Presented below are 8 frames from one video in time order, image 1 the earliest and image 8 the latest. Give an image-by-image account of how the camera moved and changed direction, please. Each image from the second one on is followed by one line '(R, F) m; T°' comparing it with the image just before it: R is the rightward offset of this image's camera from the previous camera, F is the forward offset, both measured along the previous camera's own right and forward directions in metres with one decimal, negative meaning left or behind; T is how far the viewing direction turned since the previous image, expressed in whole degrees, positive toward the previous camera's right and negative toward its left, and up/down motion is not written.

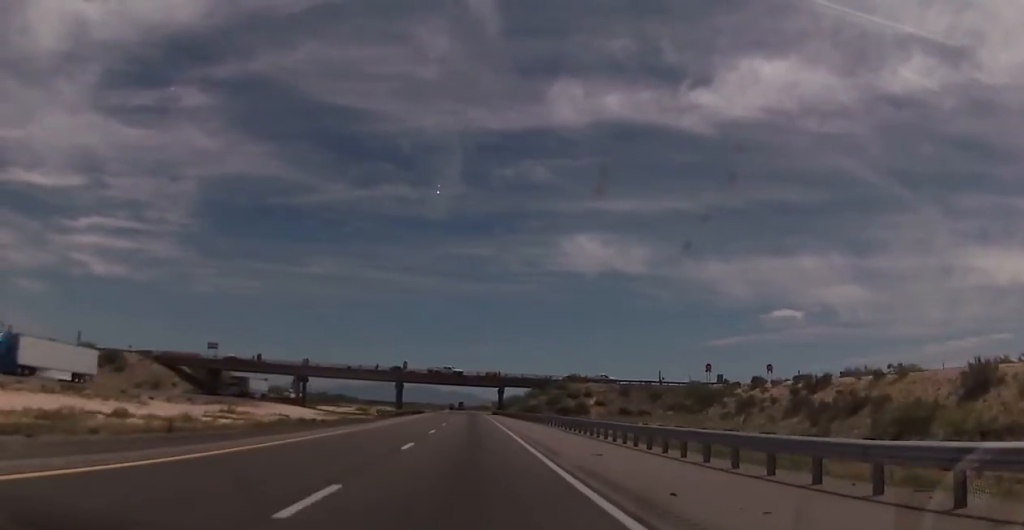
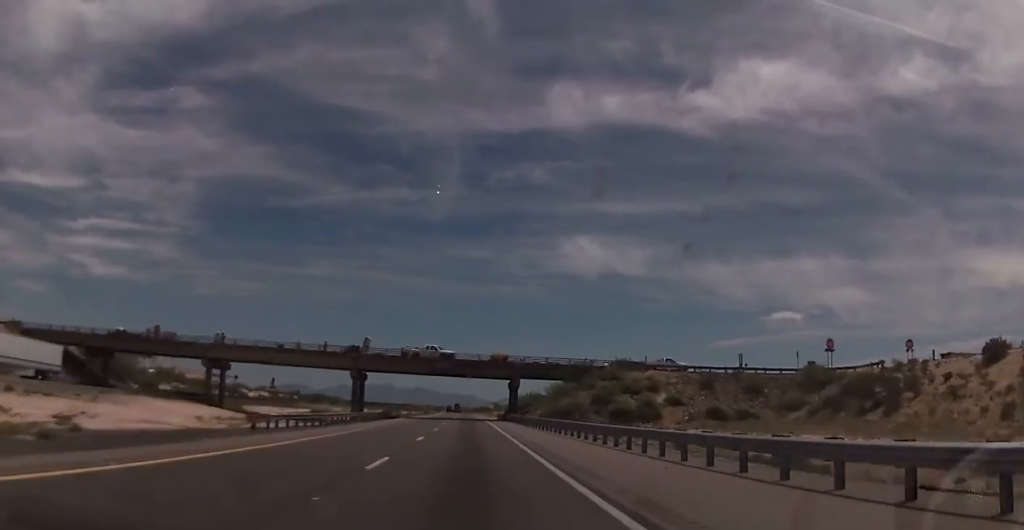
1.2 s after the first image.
(-0.4, +42.7) m; -1°
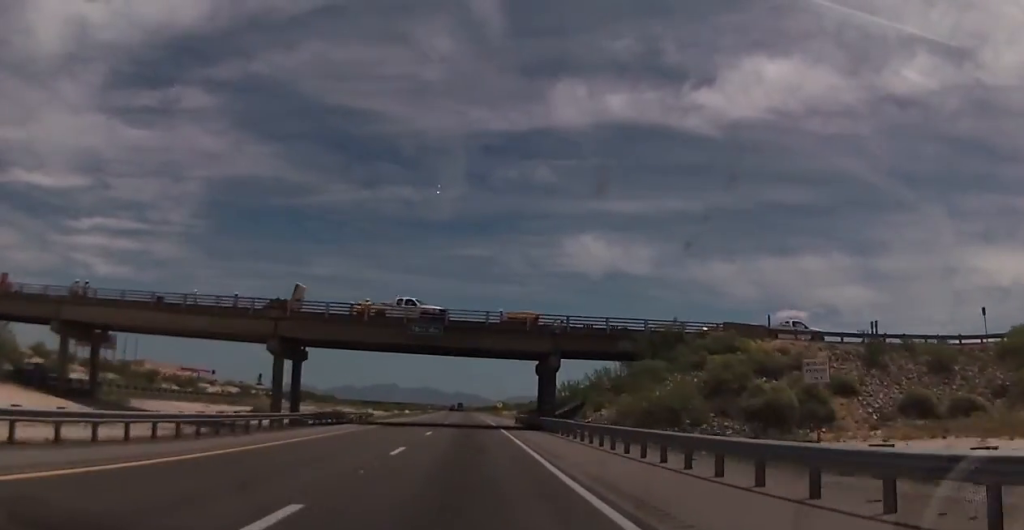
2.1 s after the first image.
(0.0, +32.9) m; 0°
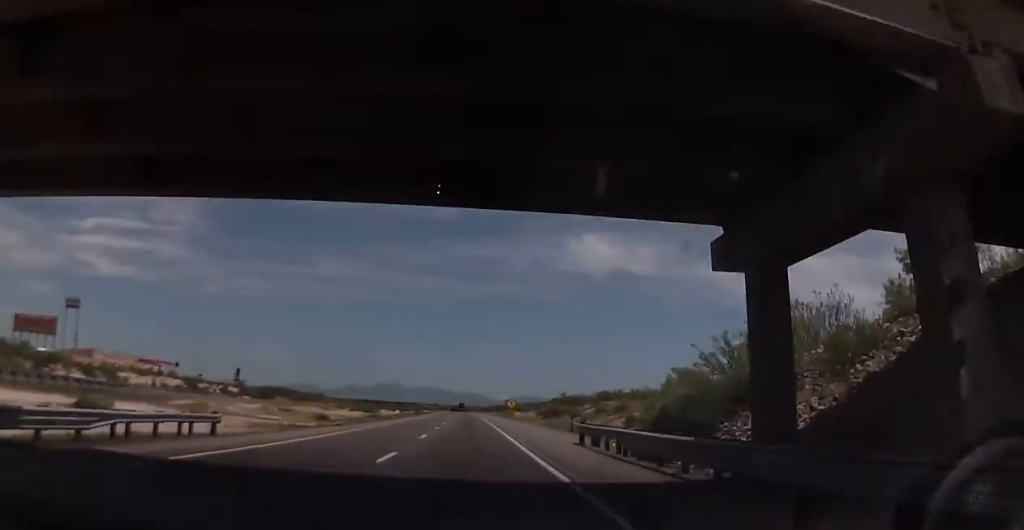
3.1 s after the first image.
(-0.3, +38.9) m; -1°
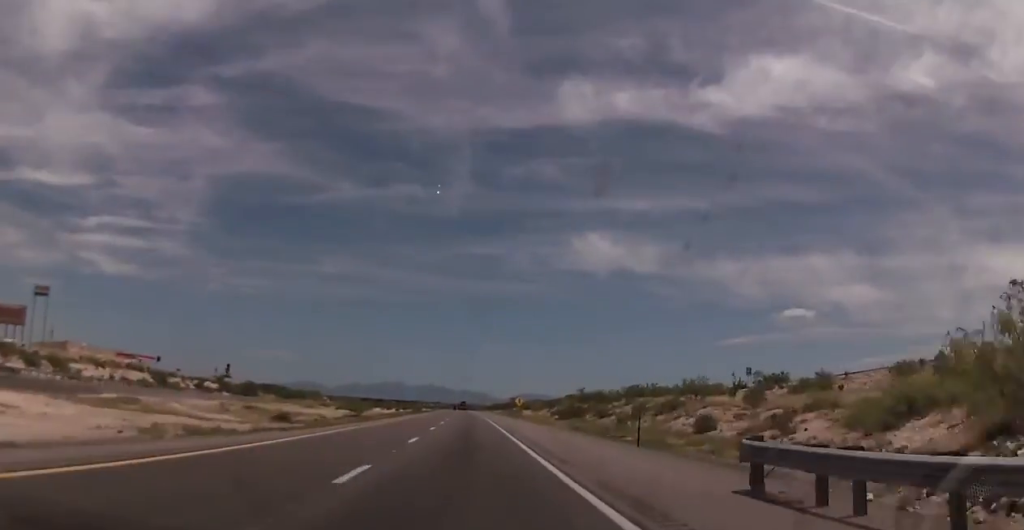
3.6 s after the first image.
(-0.1, +17.0) m; 0°
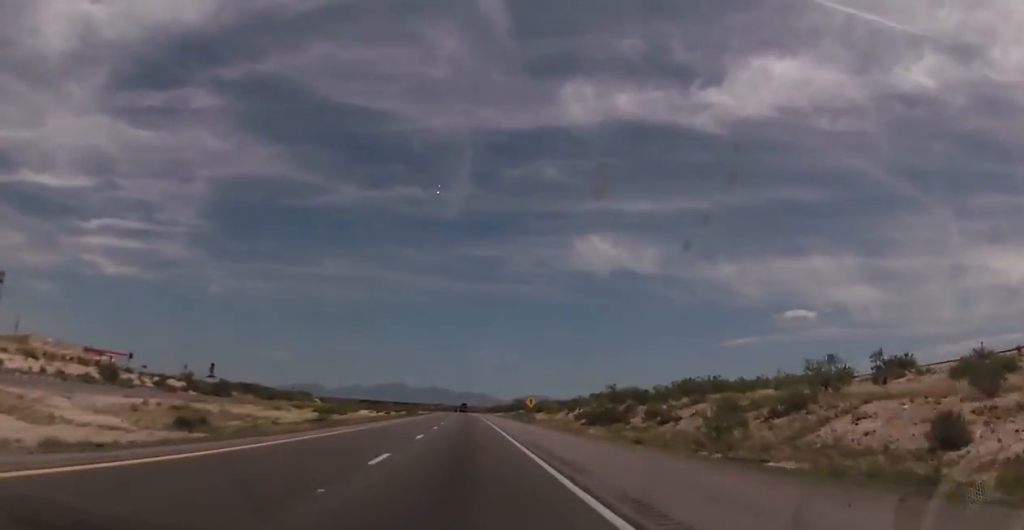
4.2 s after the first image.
(0.0, +20.7) m; 0°
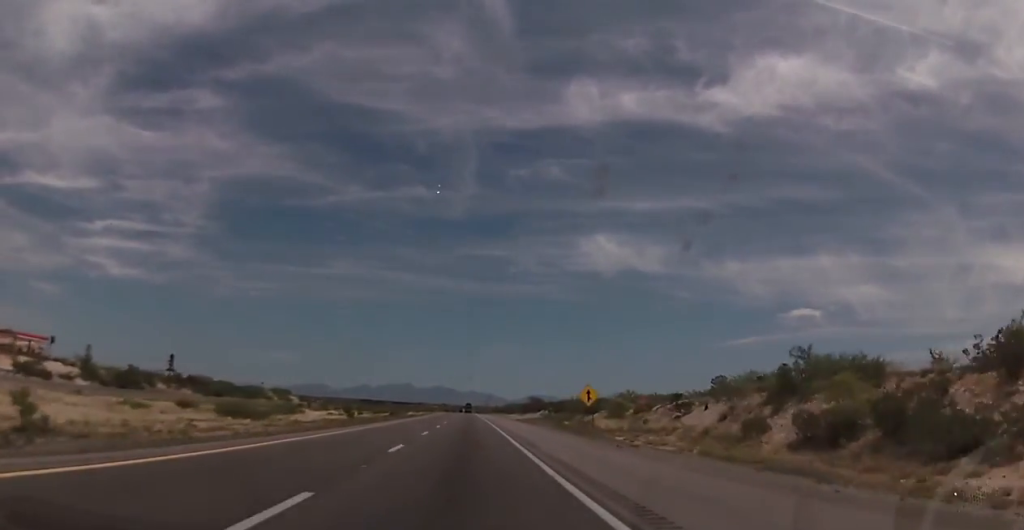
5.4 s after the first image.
(0.0, +44.9) m; 0°
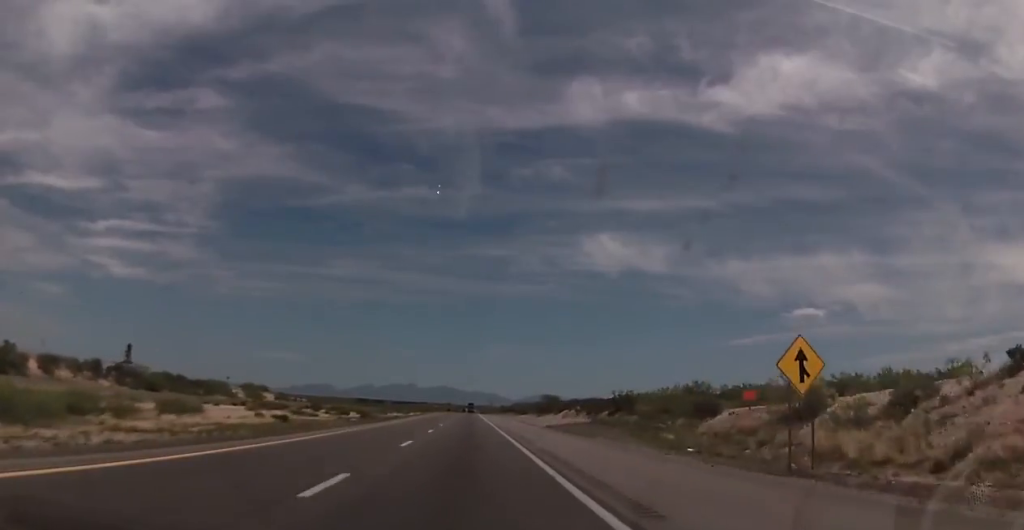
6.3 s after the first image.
(0.0, +34.0) m; 0°
